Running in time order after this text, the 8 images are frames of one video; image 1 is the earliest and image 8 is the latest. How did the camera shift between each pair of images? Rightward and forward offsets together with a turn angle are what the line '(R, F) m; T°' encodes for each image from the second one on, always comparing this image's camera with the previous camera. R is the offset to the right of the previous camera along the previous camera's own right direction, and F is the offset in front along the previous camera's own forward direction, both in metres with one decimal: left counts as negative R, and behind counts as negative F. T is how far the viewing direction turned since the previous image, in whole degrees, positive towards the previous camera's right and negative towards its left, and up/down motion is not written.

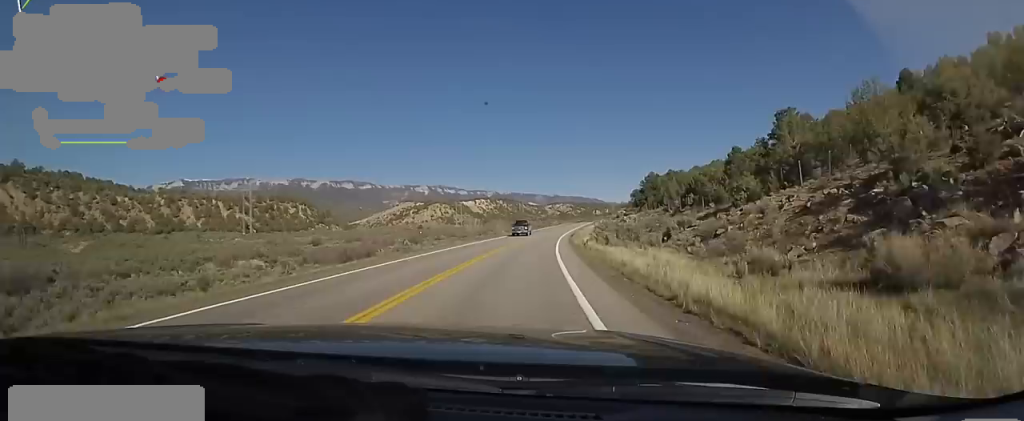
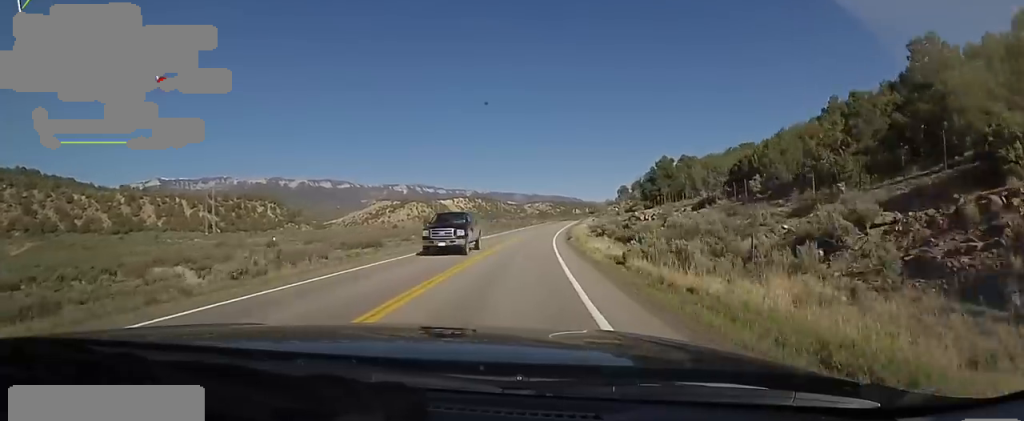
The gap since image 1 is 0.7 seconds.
(-0.4, +18.0) m; +3°
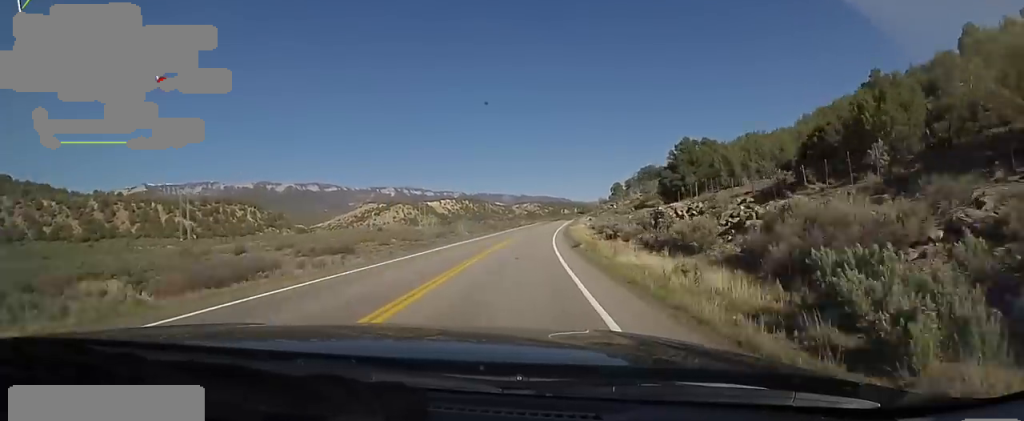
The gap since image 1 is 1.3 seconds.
(+0.9, +13.0) m; +2°
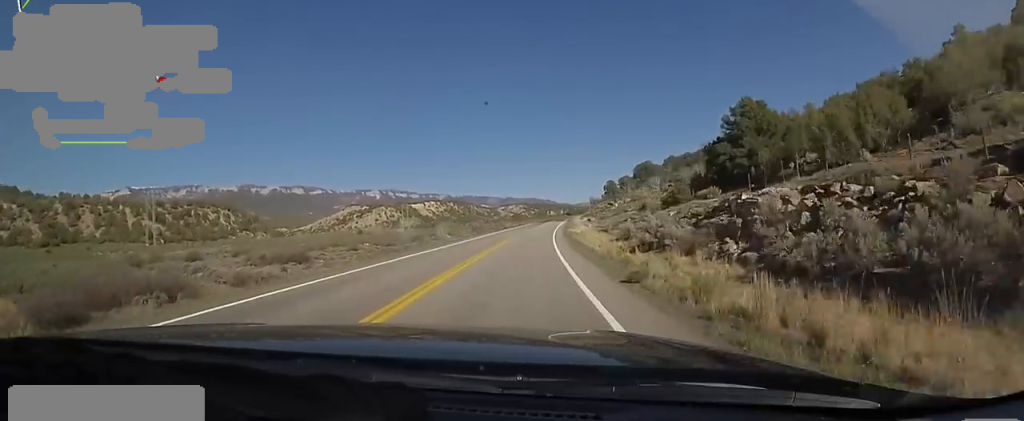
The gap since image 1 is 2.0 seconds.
(+0.5, +17.1) m; +2°
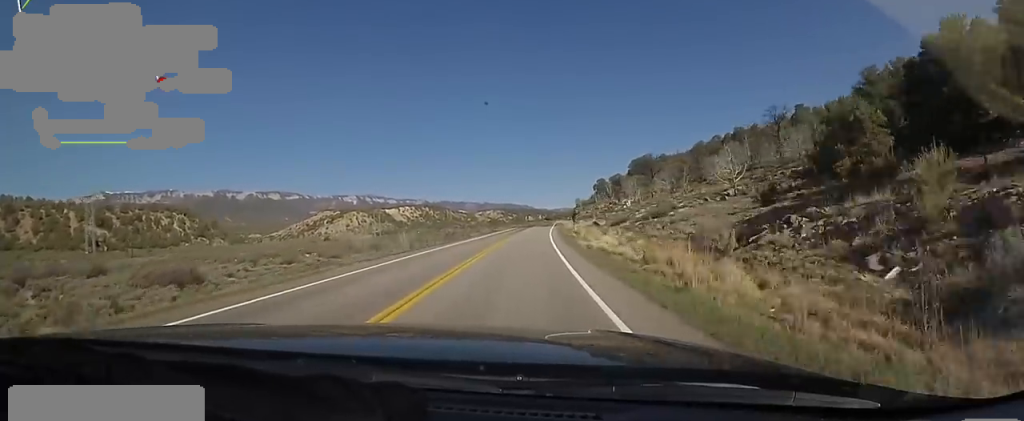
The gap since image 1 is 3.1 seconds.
(+0.3, +27.4) m; +3°
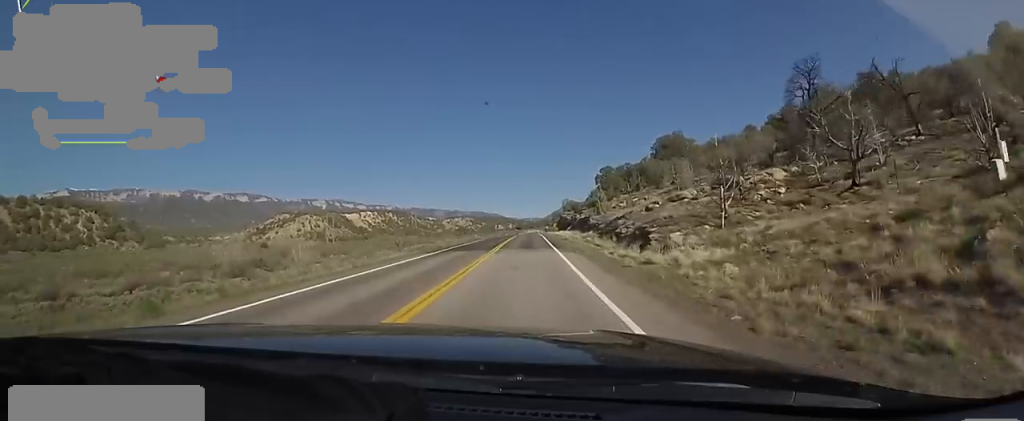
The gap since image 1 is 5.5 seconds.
(+4.2, +57.9) m; +6°
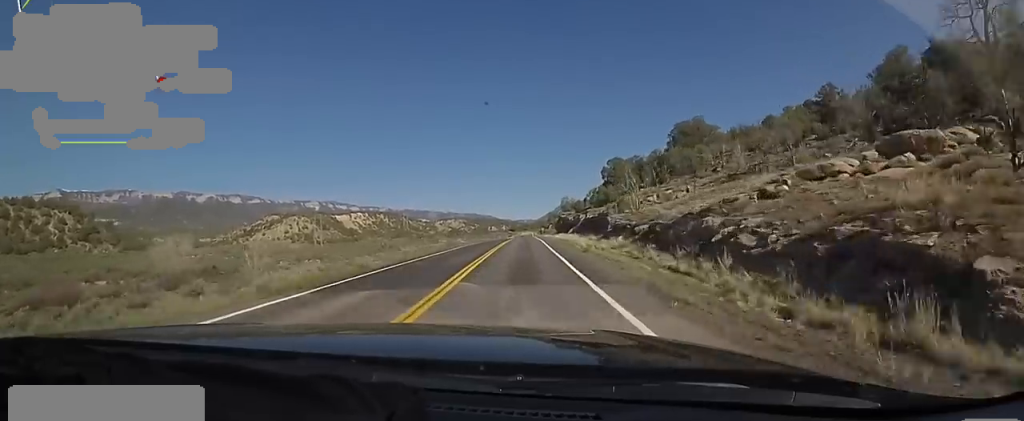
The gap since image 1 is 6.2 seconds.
(0.0, +16.3) m; 0°
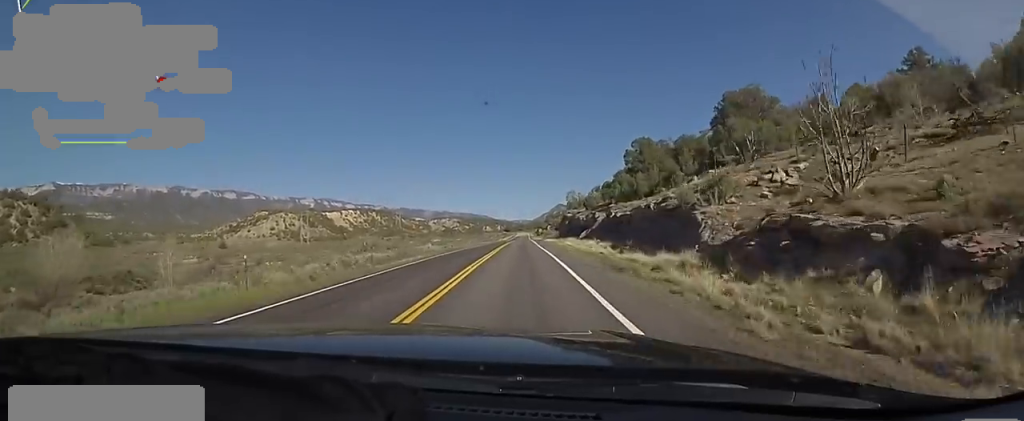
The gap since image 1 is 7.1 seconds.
(0.0, +22.8) m; 0°
